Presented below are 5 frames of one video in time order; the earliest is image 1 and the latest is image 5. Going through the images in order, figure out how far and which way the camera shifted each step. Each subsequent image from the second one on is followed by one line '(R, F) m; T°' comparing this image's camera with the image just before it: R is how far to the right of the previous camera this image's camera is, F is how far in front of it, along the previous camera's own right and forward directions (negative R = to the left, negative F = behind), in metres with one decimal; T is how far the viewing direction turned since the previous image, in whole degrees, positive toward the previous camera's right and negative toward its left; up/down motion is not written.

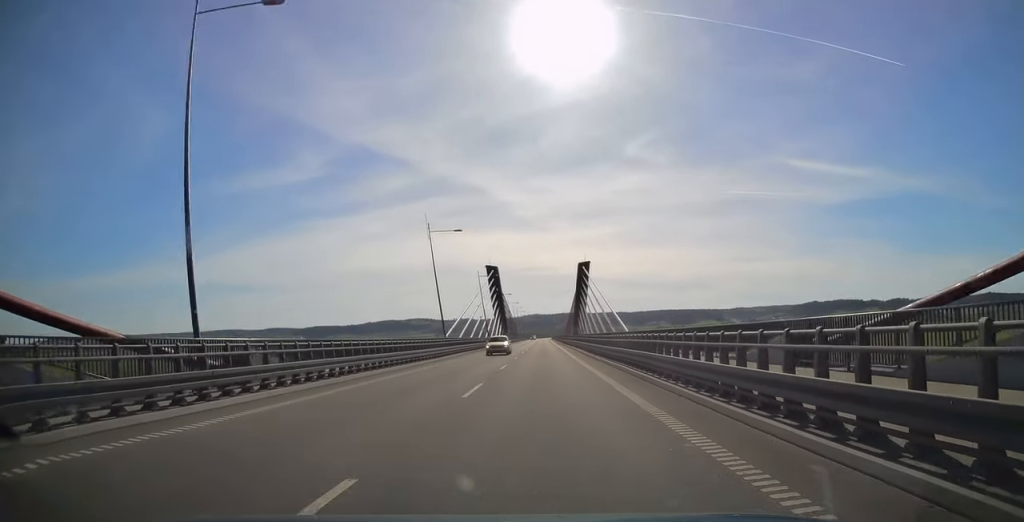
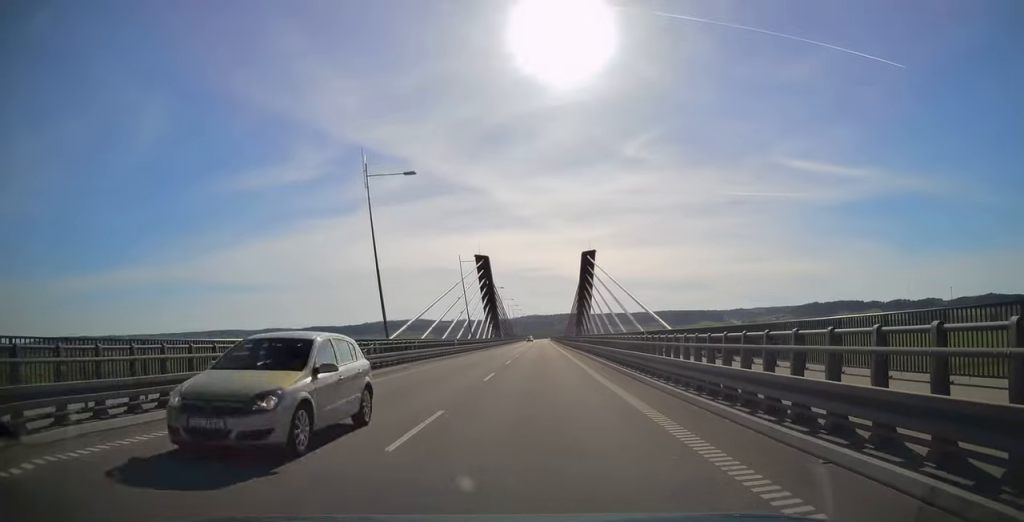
(-0.1, +18.5) m; -1°
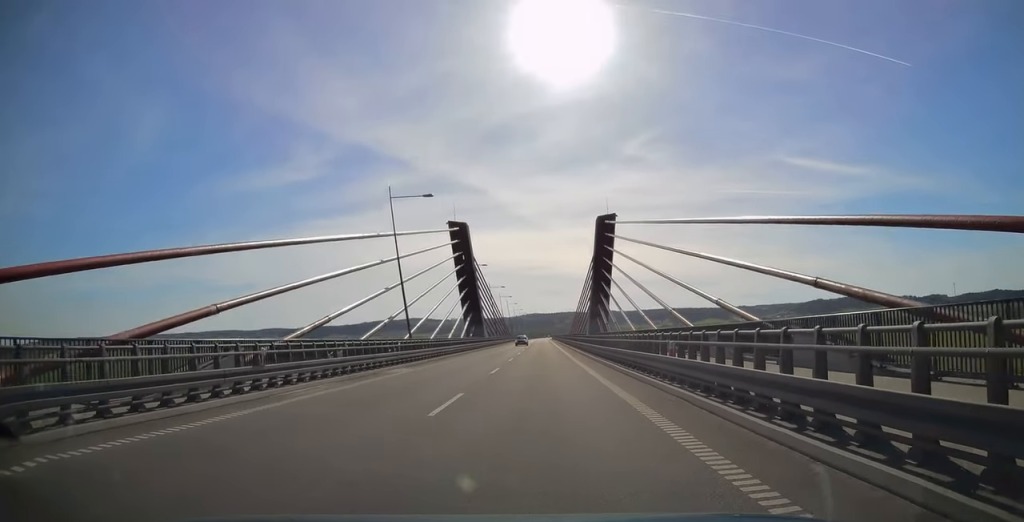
(-0.2, +32.9) m; 0°
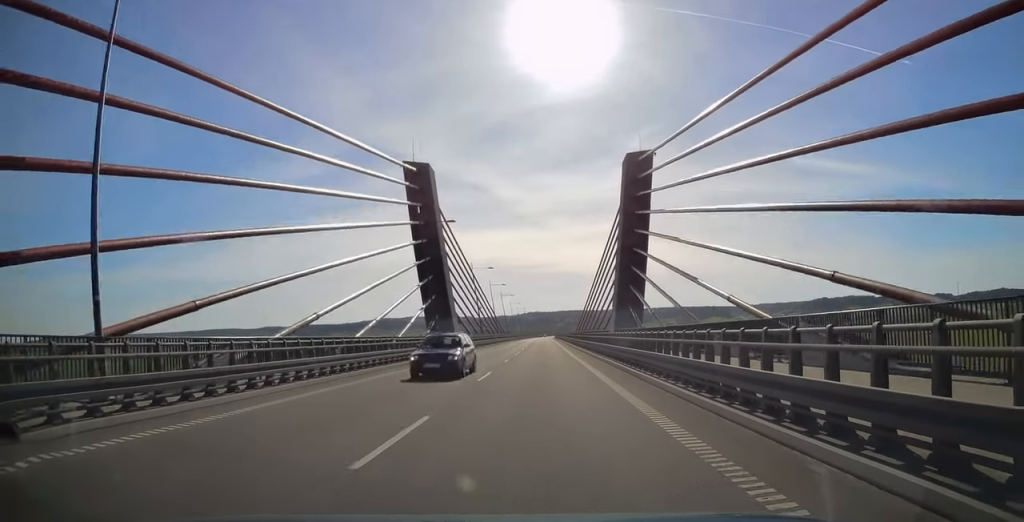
(+0.4, +28.4) m; +1°
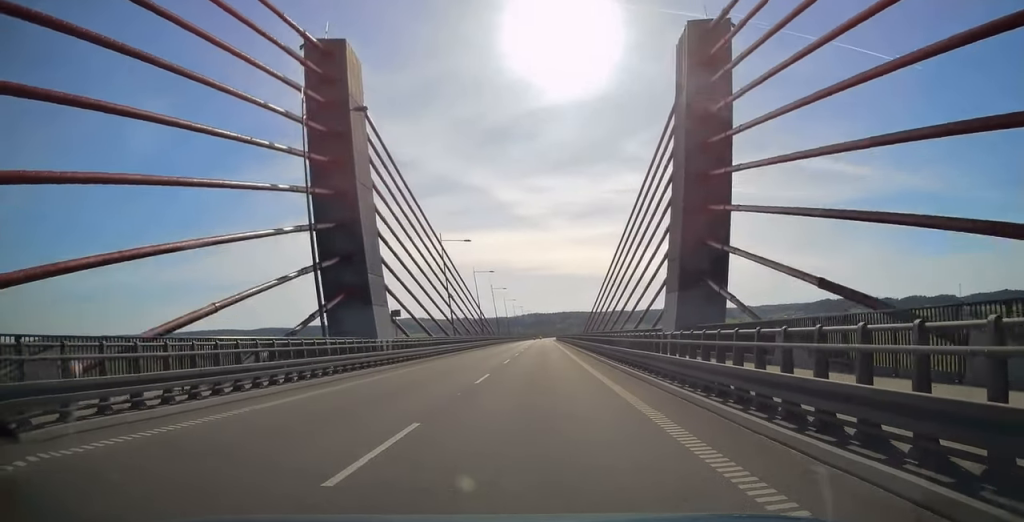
(0.0, +24.8) m; -1°
